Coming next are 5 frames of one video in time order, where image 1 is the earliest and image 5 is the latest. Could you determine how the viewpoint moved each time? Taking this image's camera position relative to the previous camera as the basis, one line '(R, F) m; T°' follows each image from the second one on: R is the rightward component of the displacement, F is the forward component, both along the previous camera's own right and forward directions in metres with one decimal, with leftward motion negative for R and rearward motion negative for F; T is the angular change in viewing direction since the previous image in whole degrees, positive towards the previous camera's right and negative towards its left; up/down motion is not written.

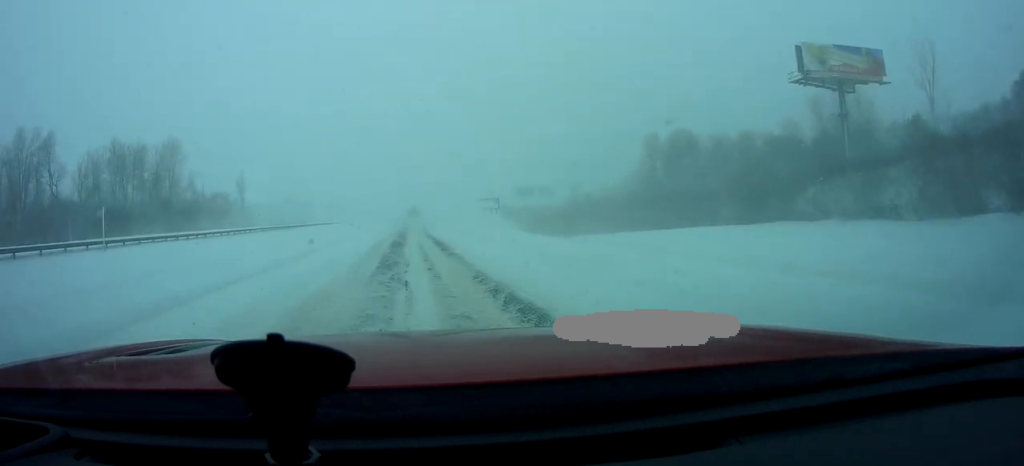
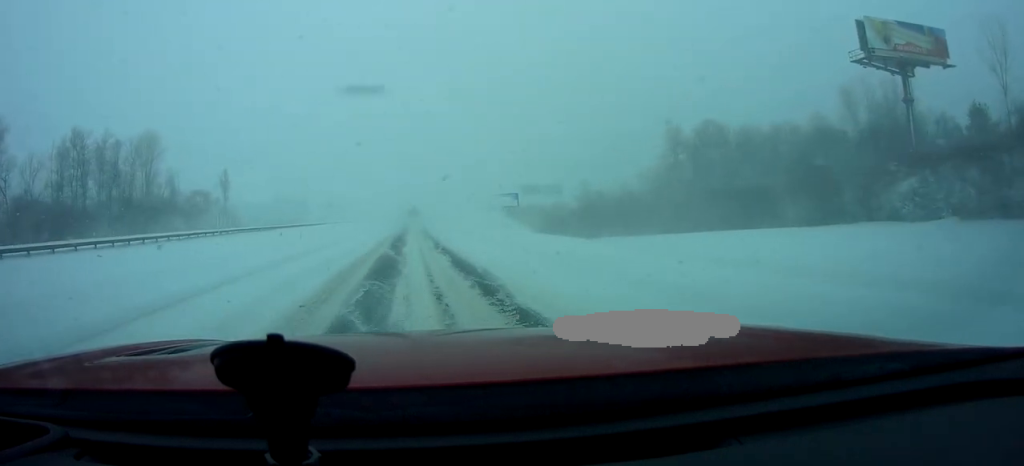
(-0.1, +10.9) m; -1°
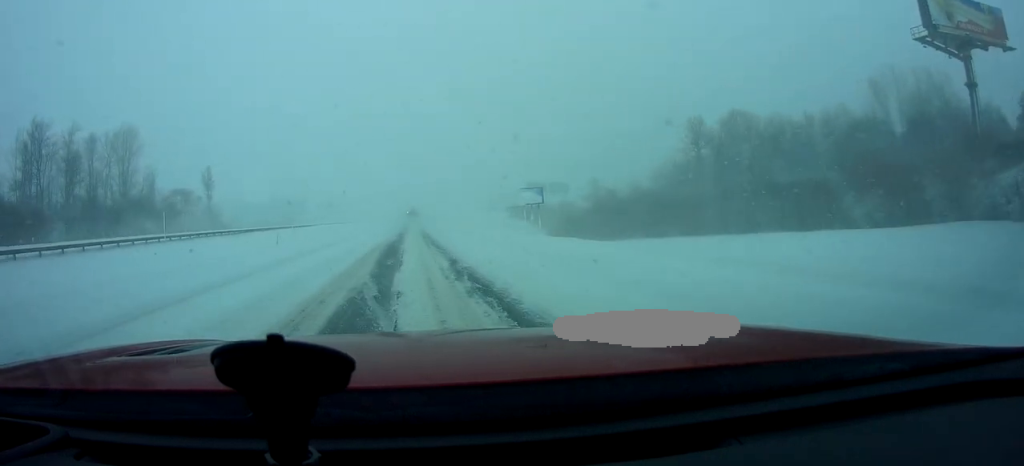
(-0.1, +8.8) m; 0°
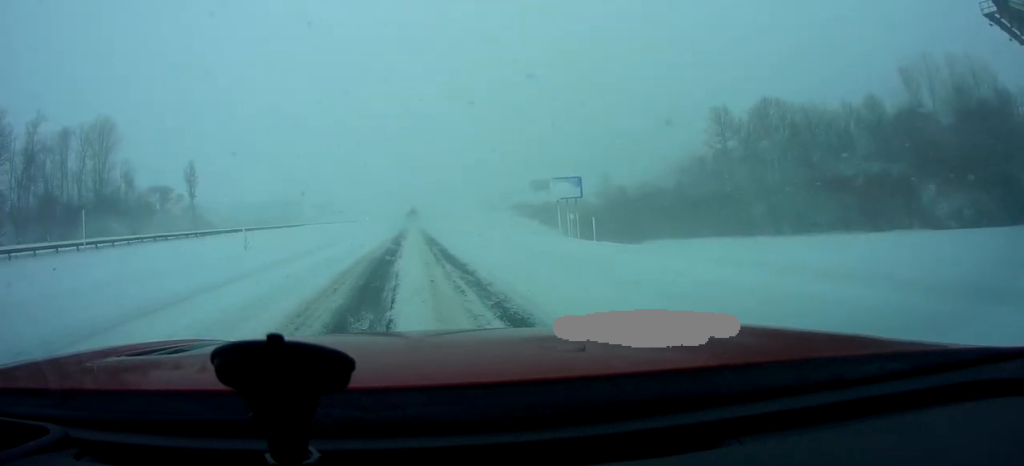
(-0.1, +8.8) m; 0°
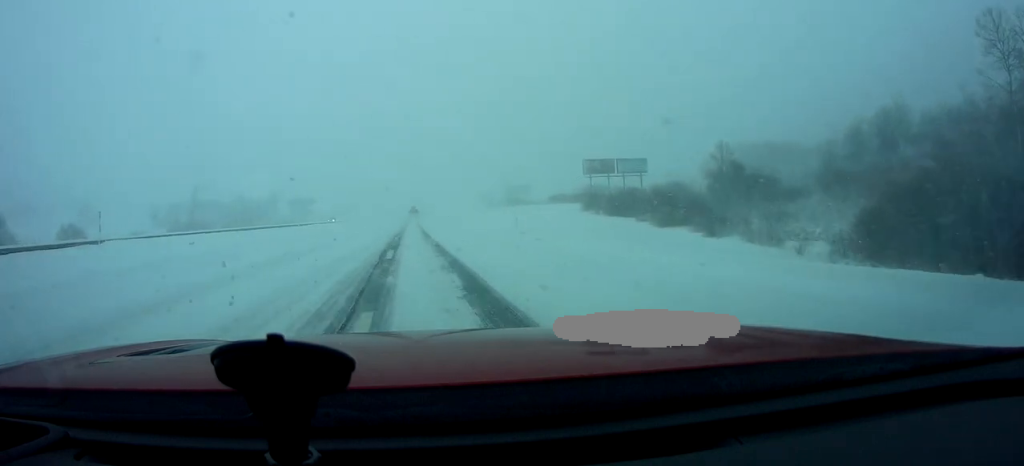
(+1.4, +56.0) m; +1°
